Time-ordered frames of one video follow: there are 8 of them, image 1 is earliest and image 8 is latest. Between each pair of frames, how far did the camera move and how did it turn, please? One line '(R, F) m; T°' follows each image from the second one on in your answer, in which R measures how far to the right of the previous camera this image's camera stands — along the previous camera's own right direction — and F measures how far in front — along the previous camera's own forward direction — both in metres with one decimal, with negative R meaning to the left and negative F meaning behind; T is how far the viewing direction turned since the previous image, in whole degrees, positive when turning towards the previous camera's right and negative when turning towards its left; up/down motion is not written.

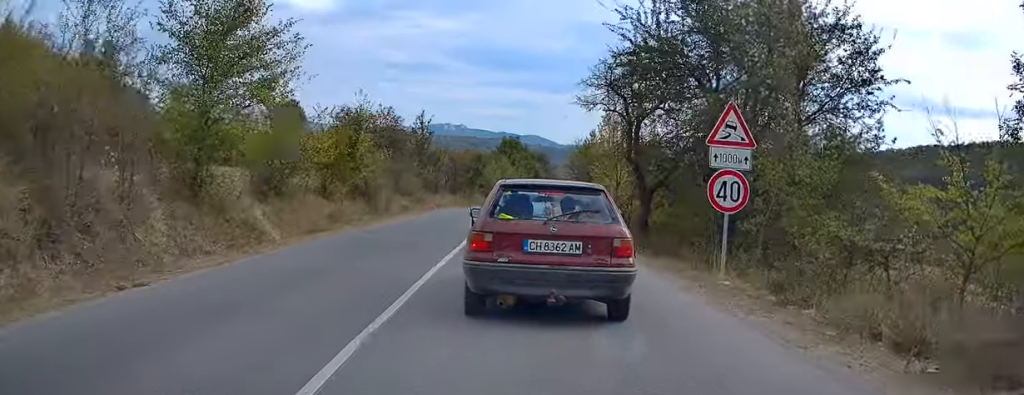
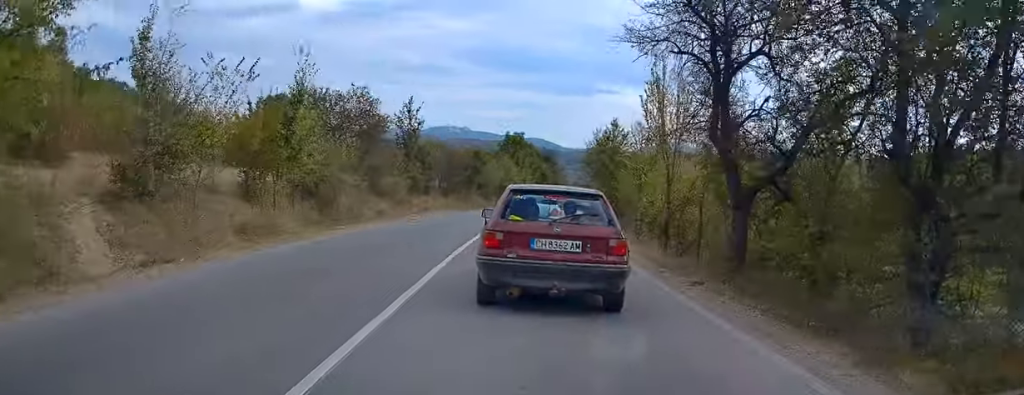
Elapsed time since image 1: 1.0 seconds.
(+0.1, +9.5) m; 0°
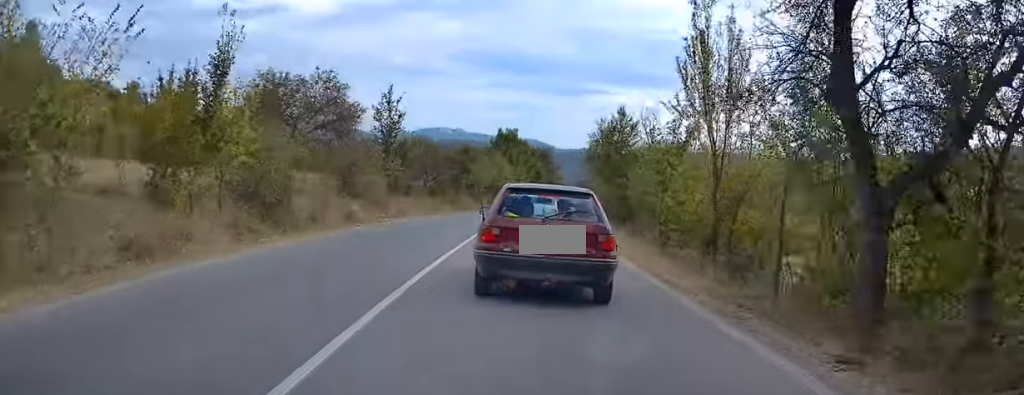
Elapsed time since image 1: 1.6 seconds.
(-0.1, +5.7) m; 0°
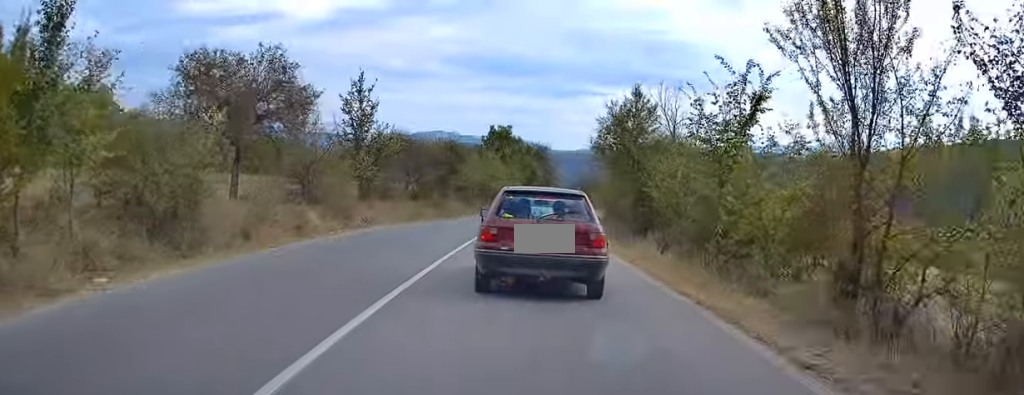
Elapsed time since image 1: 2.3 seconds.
(0.0, +6.8) m; +1°
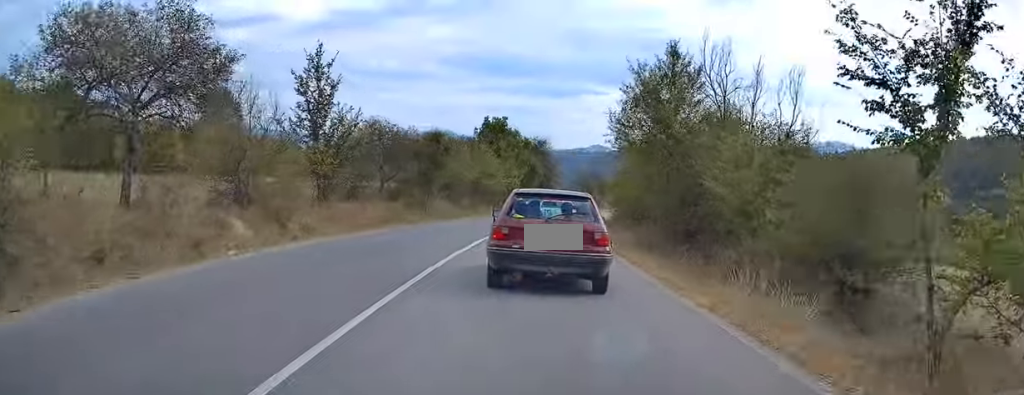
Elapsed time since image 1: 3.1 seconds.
(+0.2, +8.2) m; +2°
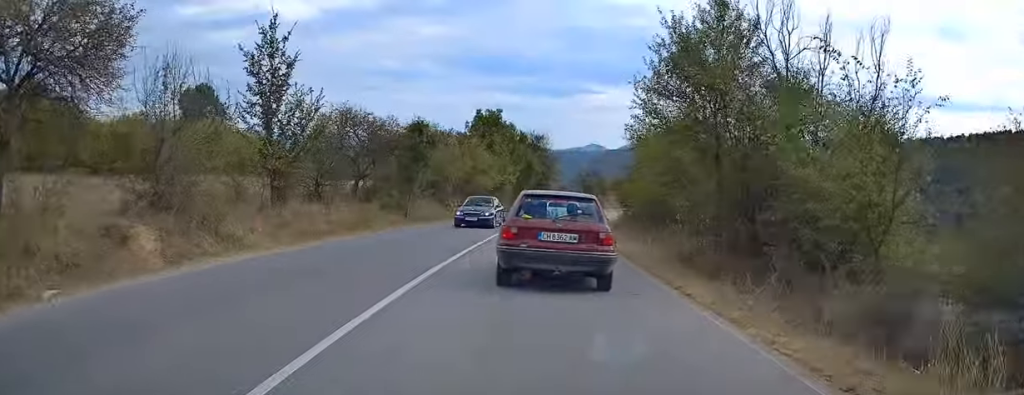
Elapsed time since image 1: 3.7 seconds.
(+0.1, +6.0) m; 0°
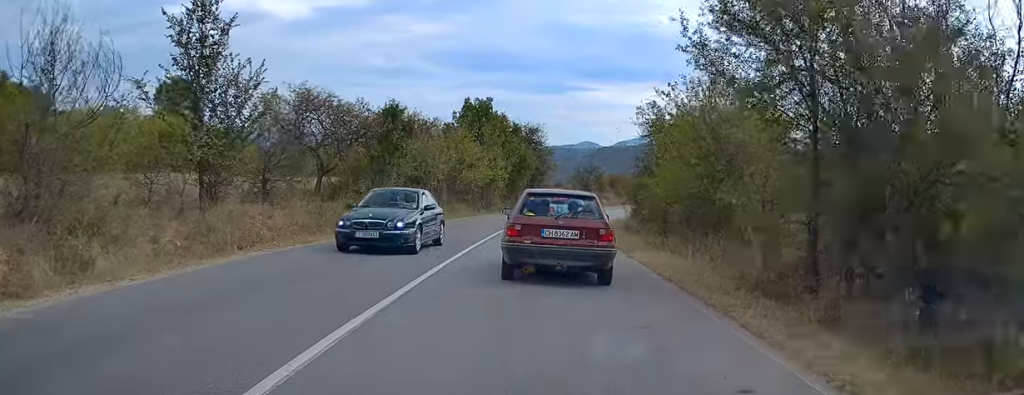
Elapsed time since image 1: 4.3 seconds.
(0.0, +6.0) m; 0°
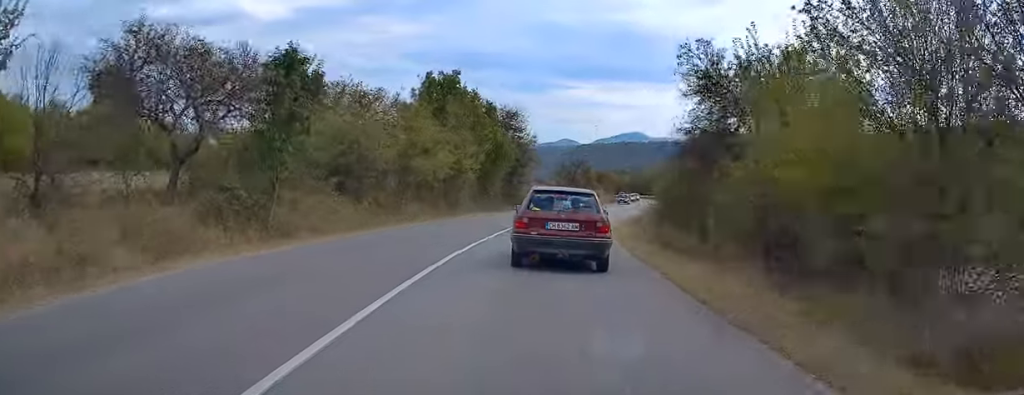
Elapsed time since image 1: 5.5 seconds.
(0.0, +12.6) m; 0°
